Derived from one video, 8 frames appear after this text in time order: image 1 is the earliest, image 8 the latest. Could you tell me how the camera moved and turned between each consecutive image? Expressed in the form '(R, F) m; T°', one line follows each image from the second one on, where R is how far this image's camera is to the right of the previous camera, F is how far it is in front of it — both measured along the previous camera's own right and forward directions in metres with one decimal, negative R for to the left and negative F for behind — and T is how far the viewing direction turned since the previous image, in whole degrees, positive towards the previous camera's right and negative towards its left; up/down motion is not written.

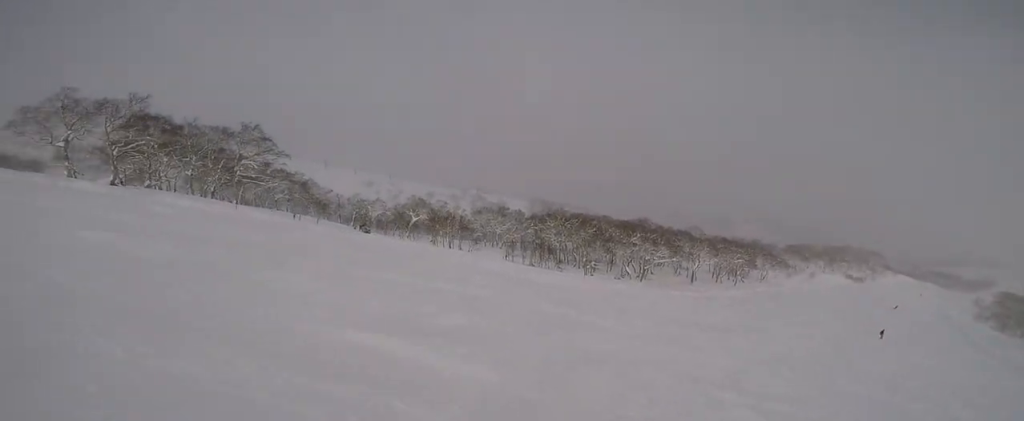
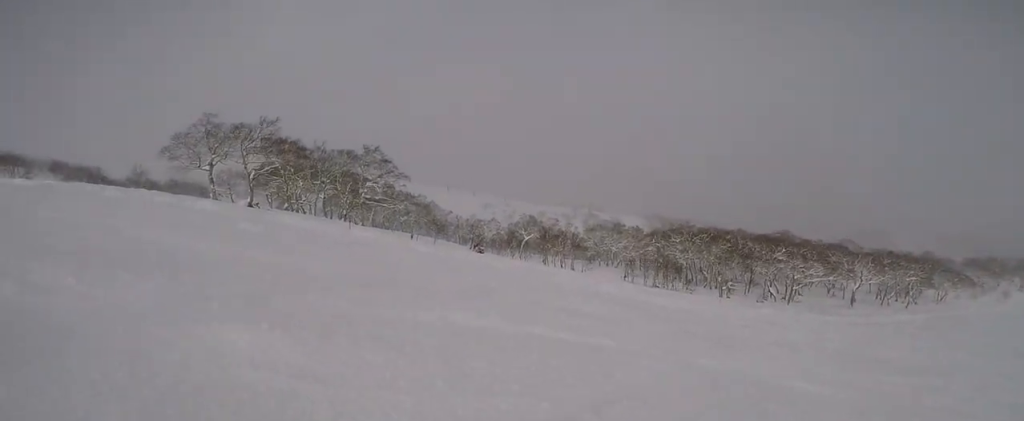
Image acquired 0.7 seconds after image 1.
(-0.3, +3.0) m; -11°
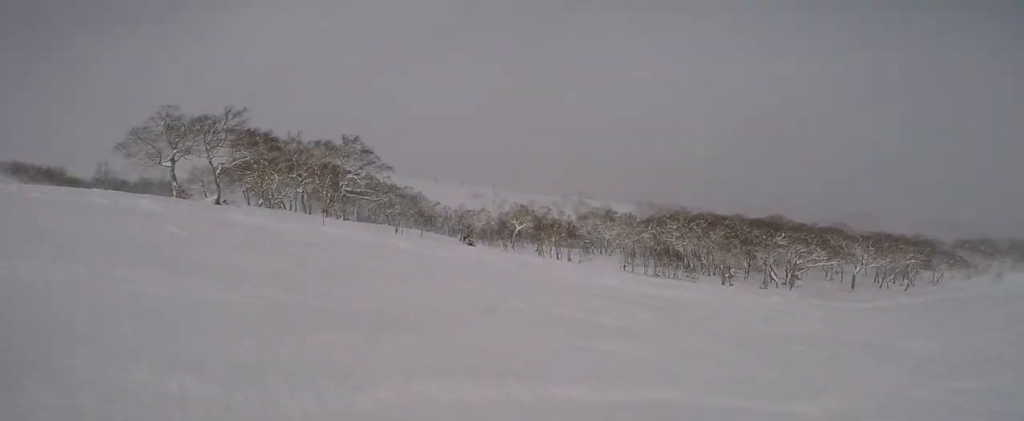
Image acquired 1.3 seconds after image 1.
(-0.5, +2.7) m; -7°
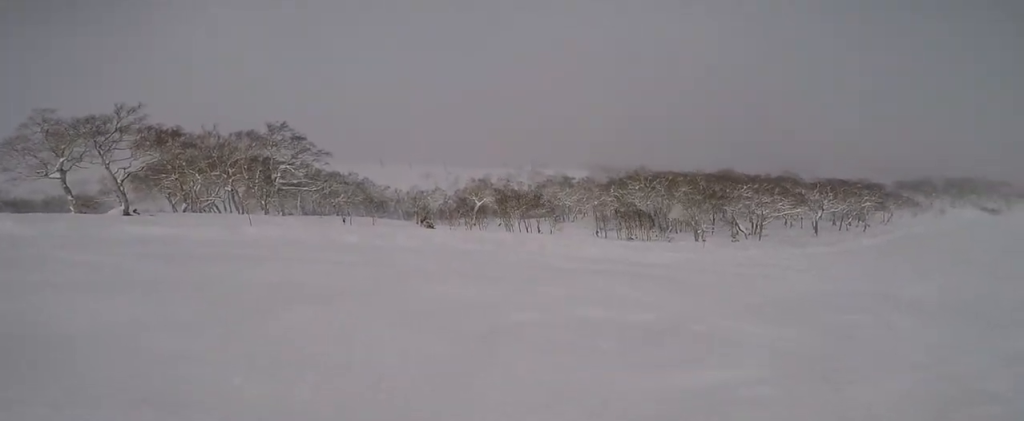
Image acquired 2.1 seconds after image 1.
(+0.1, +3.4) m; +19°
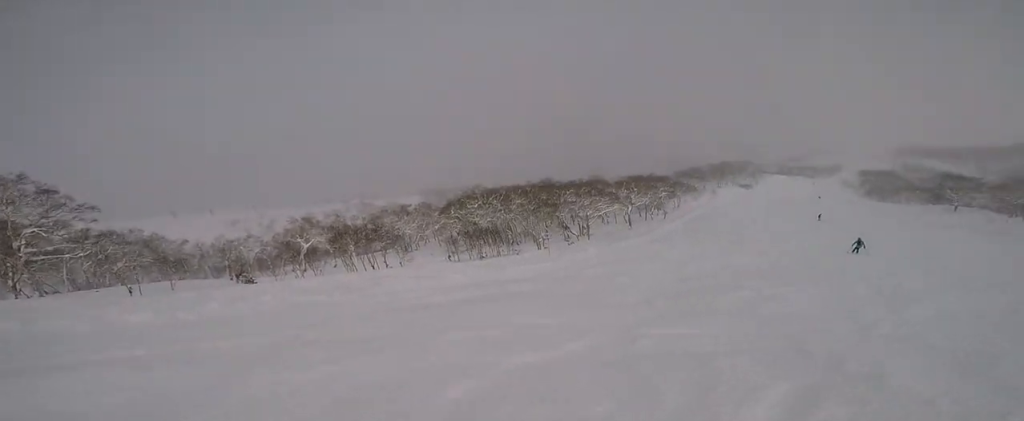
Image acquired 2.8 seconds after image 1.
(+0.6, +2.7) m; +30°
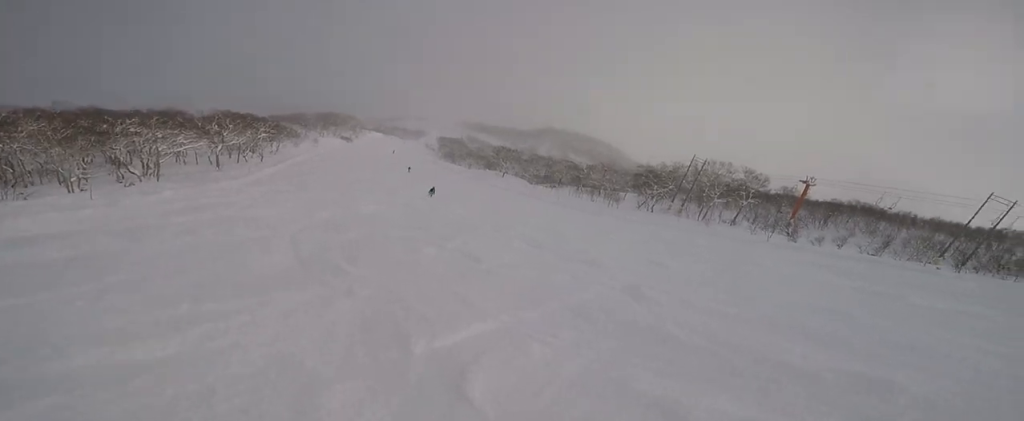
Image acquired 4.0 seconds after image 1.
(+2.3, +3.8) m; +50°
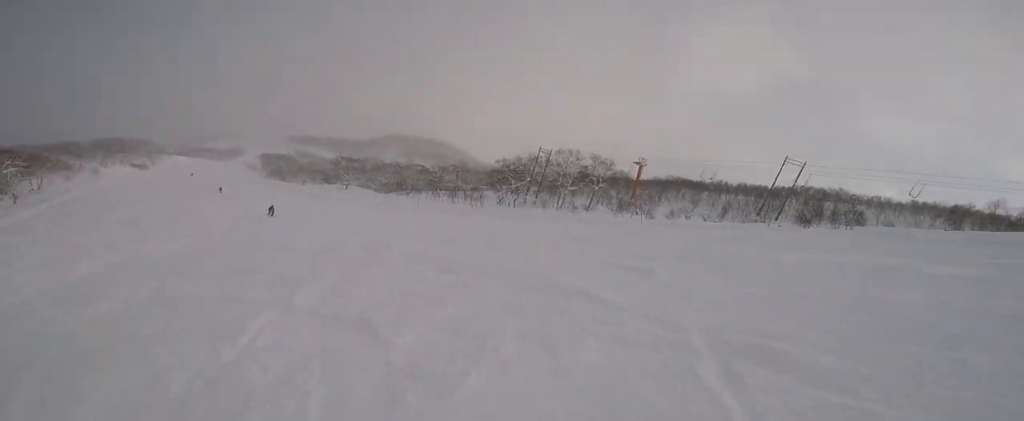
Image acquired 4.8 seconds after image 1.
(+0.9, +3.6) m; +19°
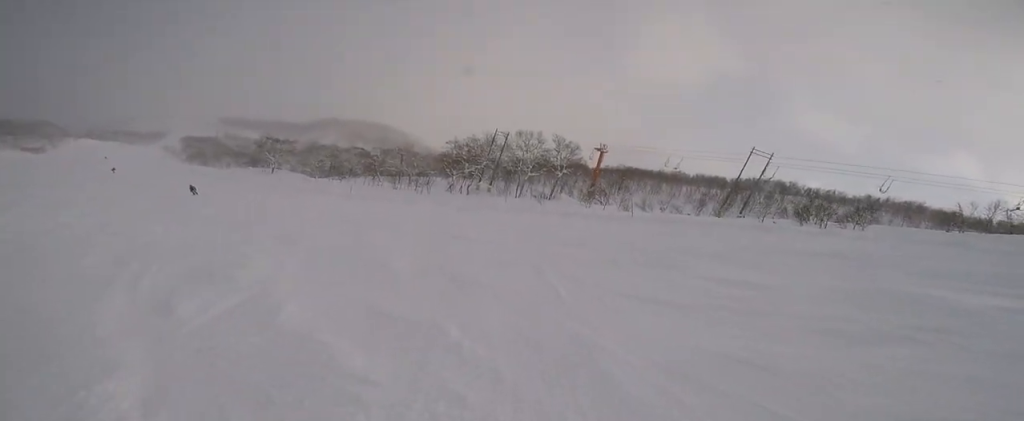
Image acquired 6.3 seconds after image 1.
(+1.2, +6.4) m; +9°
